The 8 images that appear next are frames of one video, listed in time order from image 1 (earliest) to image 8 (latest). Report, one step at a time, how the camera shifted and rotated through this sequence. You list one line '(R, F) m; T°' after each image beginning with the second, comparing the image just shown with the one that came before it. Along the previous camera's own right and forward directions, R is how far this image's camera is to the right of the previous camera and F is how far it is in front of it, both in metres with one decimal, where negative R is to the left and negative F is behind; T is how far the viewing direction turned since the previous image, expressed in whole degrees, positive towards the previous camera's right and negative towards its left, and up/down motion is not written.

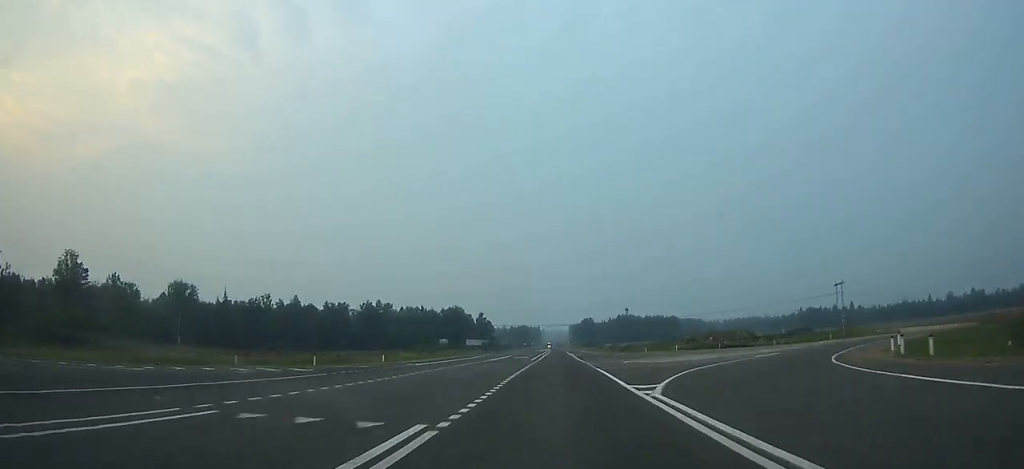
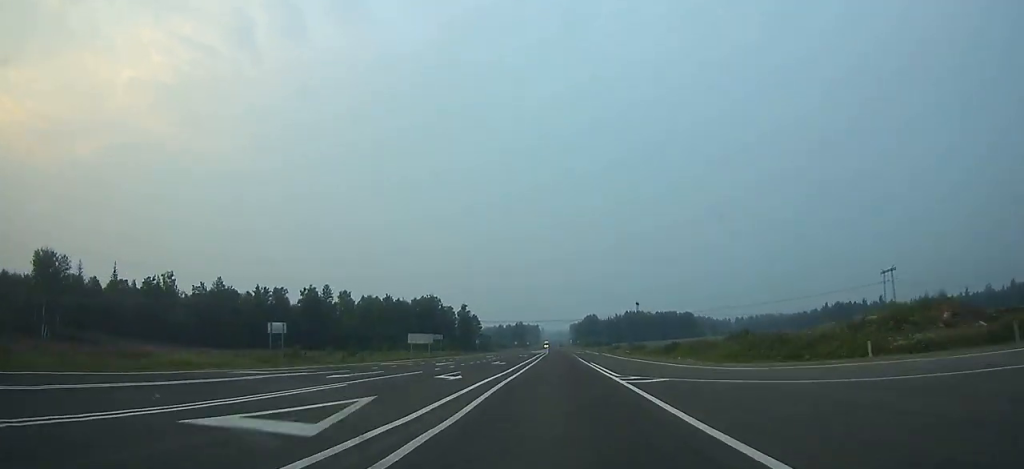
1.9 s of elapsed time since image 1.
(-0.1, +61.1) m; 0°
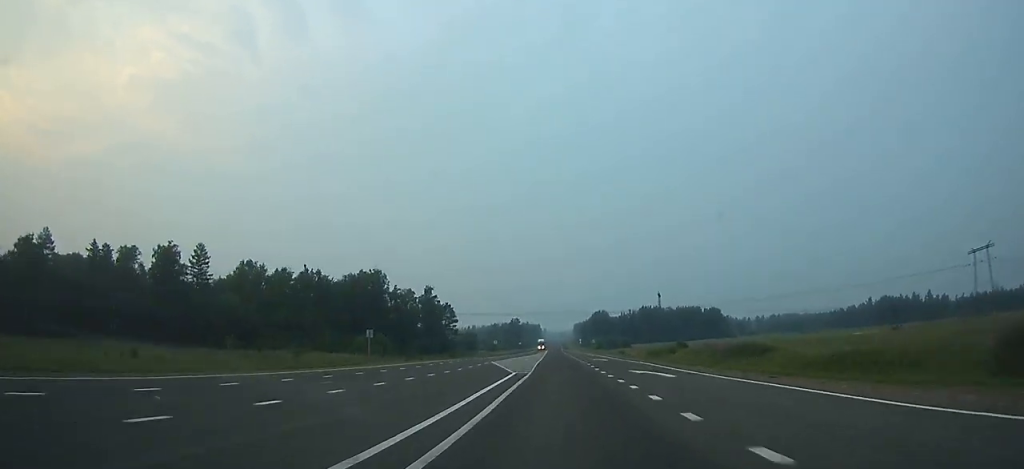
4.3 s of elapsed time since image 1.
(-0.1, +77.0) m; 0°
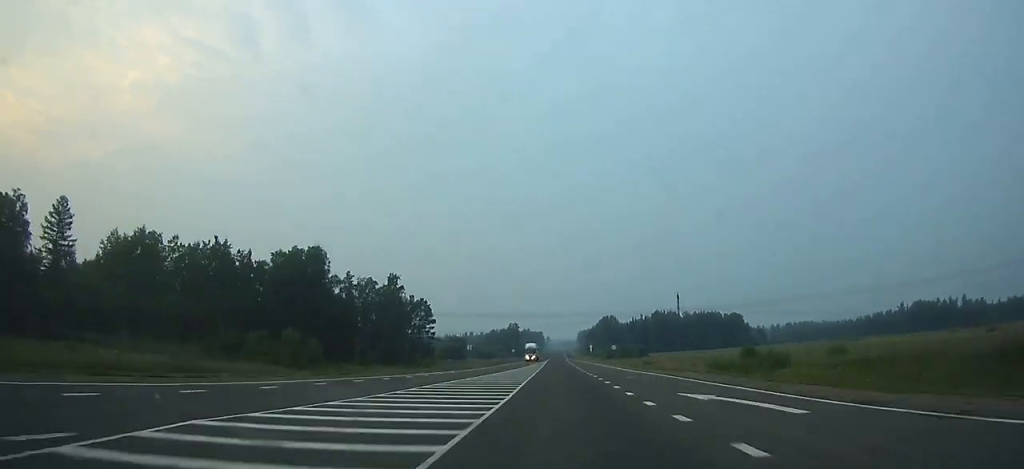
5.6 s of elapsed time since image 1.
(-0.2, +41.2) m; 0°
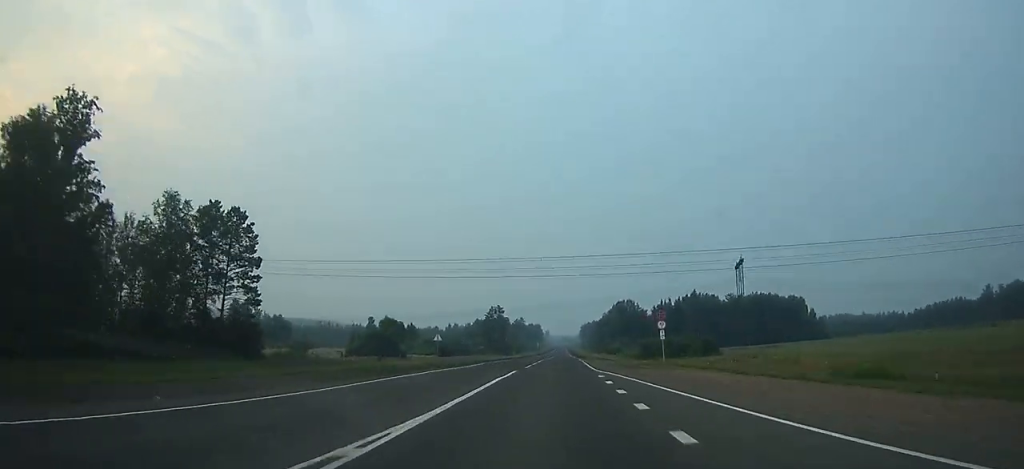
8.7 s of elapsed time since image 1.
(-0.1, +96.8) m; 0°
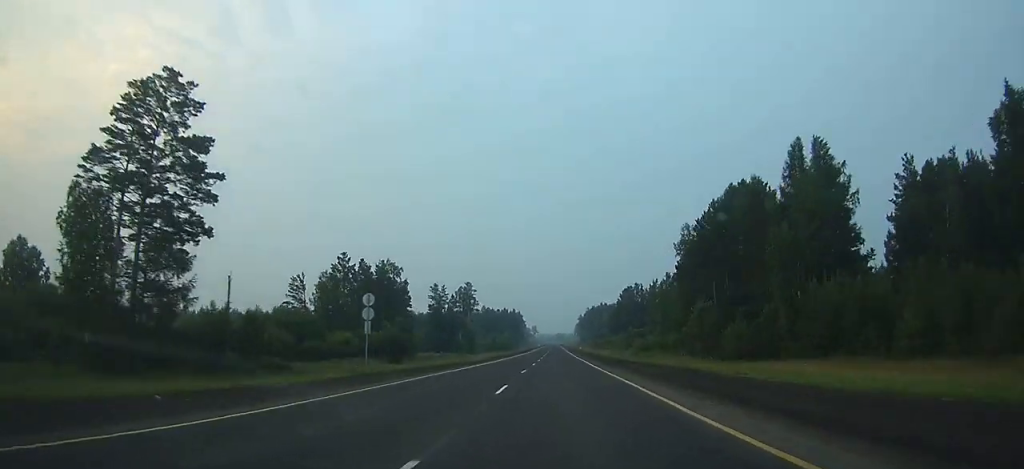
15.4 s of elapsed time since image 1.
(+1.6, +212.0) m; +1°
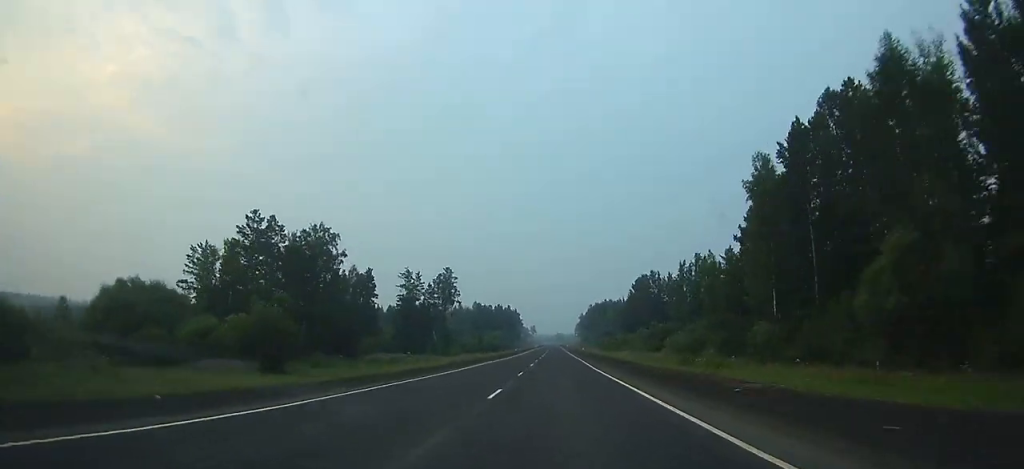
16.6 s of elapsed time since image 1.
(+0.1, +38.9) m; 0°
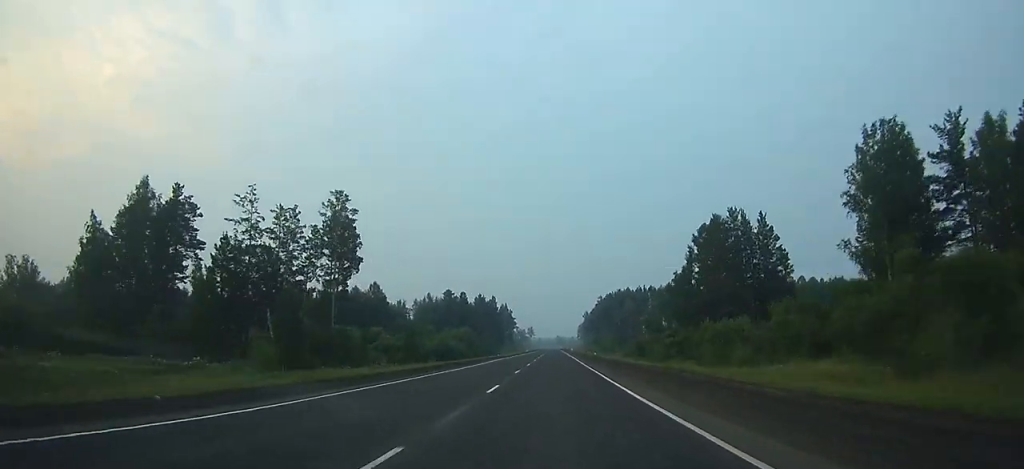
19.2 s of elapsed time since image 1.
(0.0, +83.5) m; 0°
